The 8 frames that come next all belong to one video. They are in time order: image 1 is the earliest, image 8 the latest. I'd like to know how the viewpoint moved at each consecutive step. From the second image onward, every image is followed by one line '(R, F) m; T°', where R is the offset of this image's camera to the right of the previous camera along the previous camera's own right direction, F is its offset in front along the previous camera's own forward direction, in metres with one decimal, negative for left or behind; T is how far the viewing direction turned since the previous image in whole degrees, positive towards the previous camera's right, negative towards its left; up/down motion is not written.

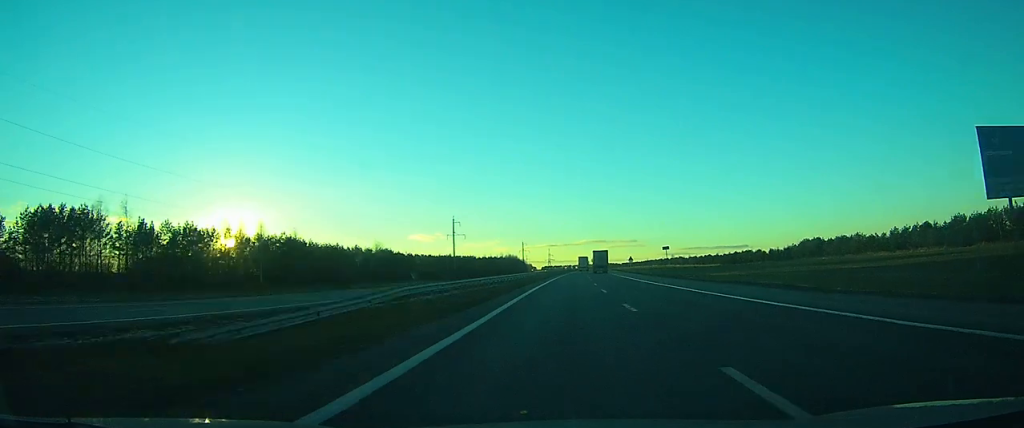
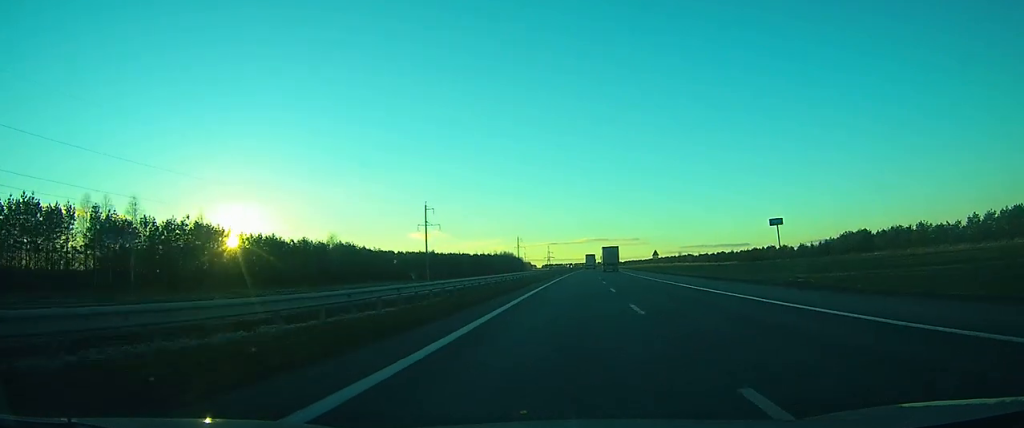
(-0.1, +35.2) m; 0°
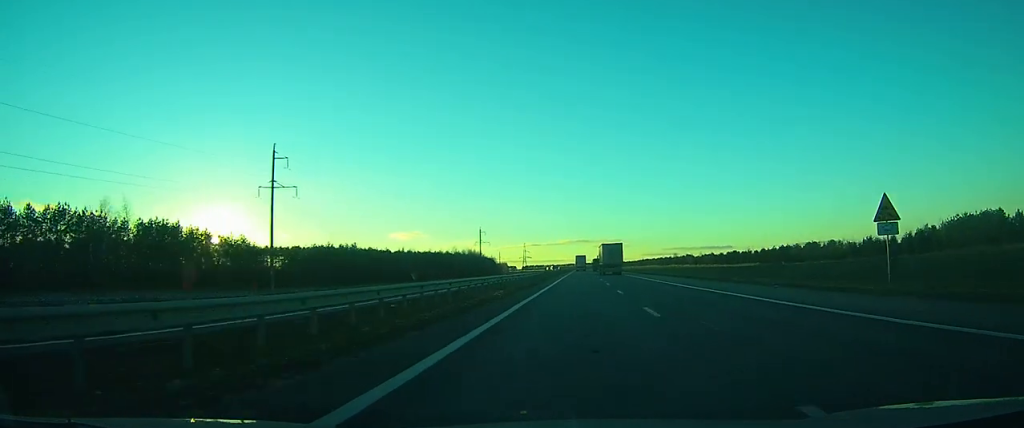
(+0.2, +74.0) m; +1°
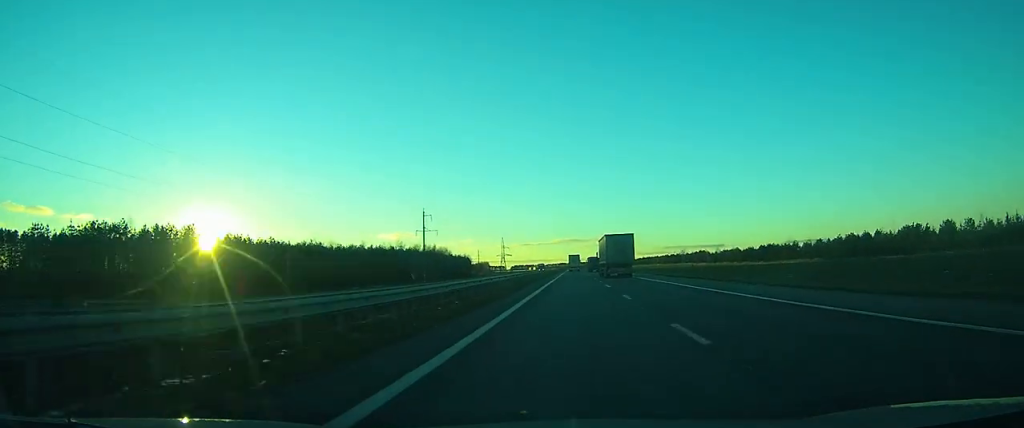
(+1.1, +78.4) m; +1°
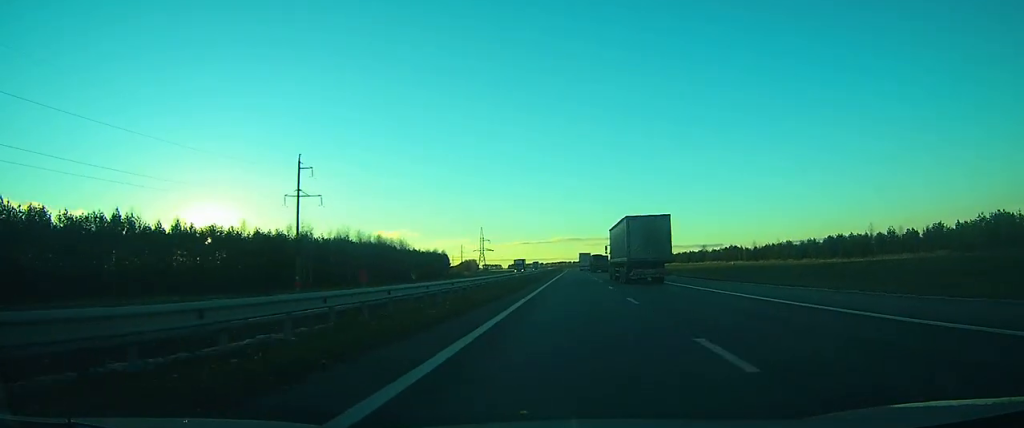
(0.0, +72.8) m; 0°
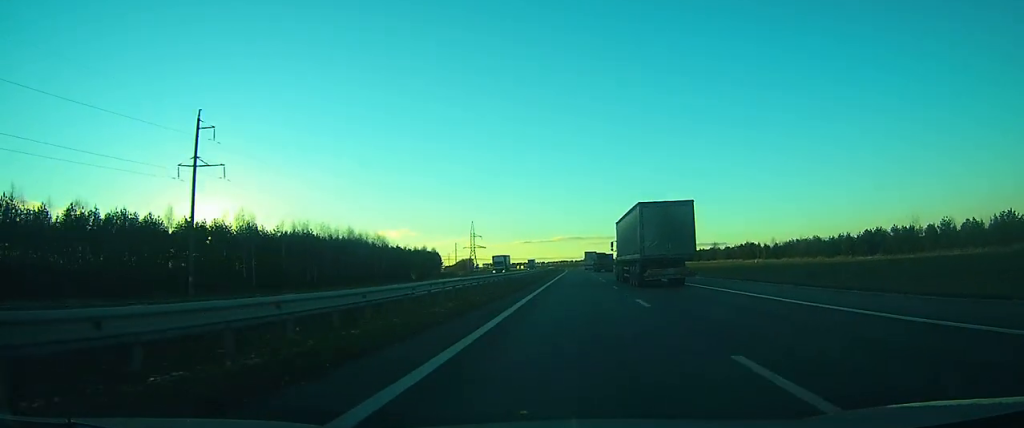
(0.0, +24.9) m; 0°
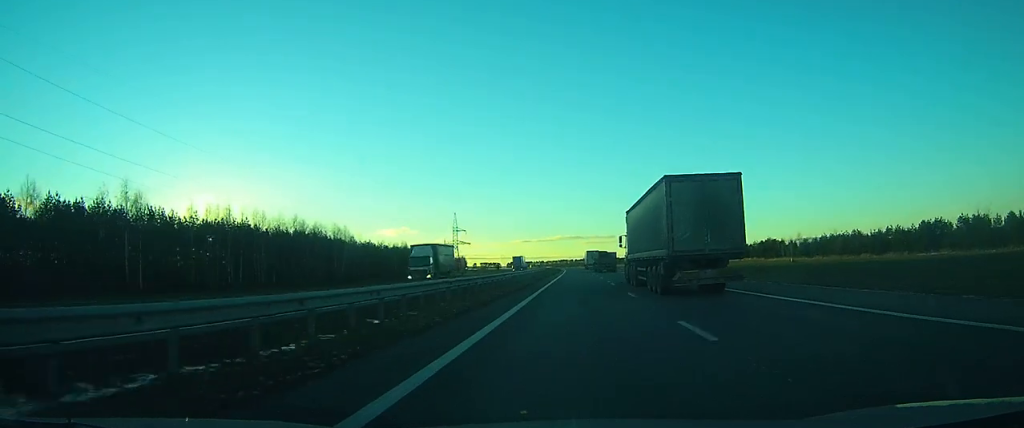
(-0.1, +30.1) m; 0°
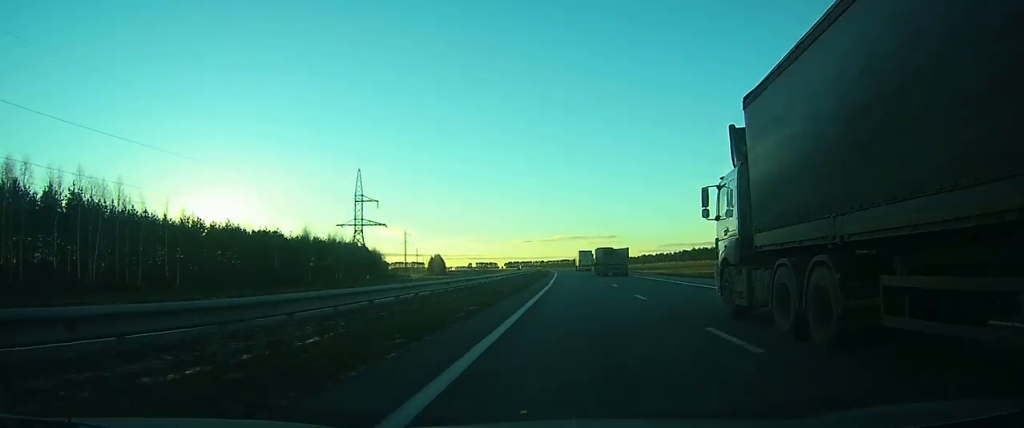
(-0.3, +87.4) m; 0°
